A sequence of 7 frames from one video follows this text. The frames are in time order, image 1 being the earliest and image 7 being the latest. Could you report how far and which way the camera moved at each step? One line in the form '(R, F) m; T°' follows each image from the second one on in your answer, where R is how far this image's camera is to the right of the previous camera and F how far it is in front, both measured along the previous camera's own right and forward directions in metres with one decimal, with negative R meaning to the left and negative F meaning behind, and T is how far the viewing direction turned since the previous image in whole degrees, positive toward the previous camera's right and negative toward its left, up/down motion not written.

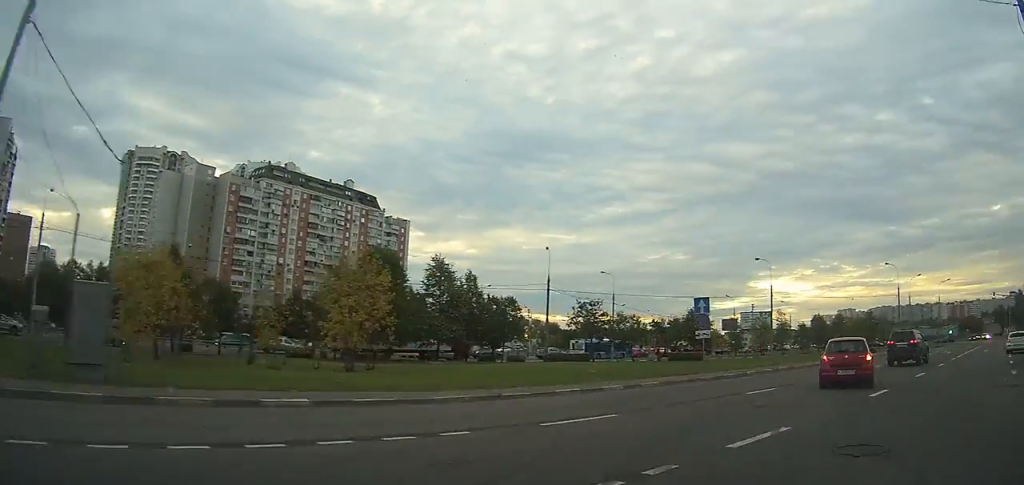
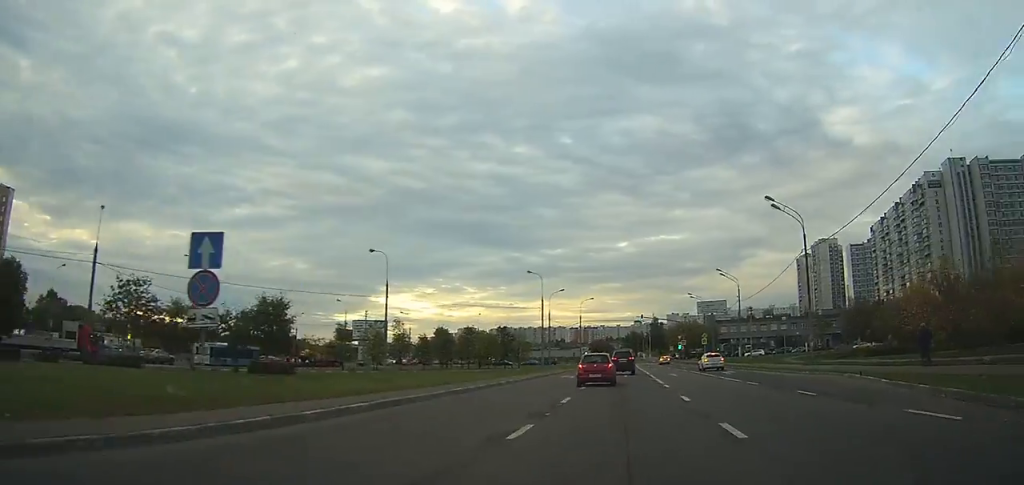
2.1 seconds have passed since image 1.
(+3.2, +15.9) m; +21°
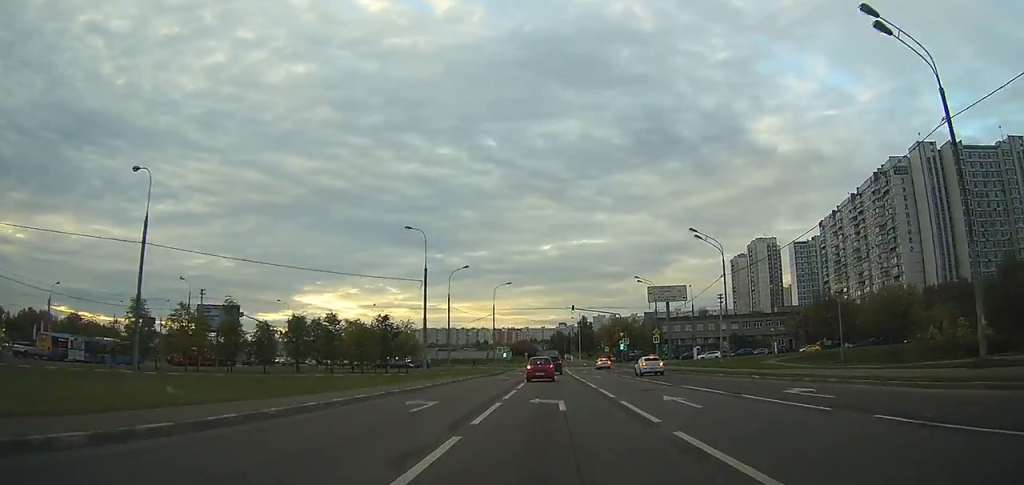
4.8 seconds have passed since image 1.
(+4.7, +26.4) m; +13°
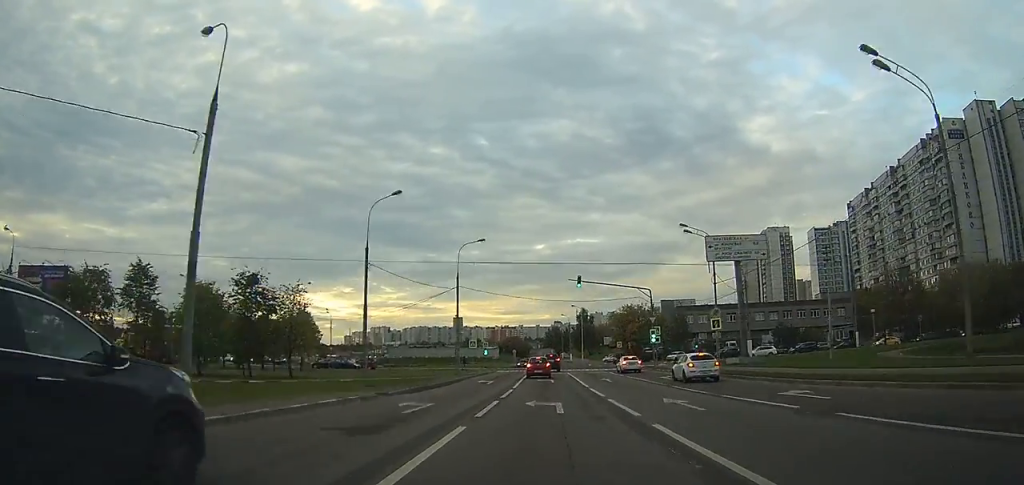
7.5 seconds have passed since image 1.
(+0.1, +29.6) m; 0°
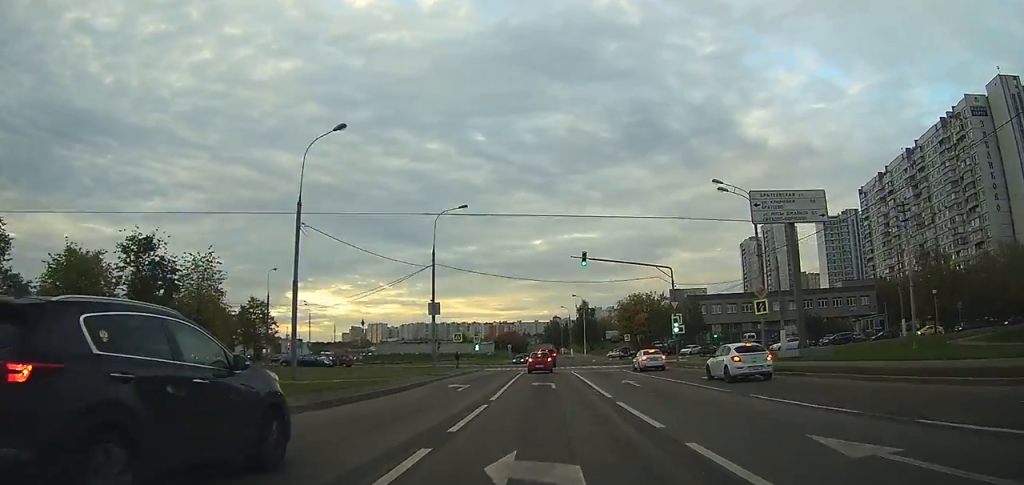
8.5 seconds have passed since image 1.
(0.0, +10.2) m; 0°
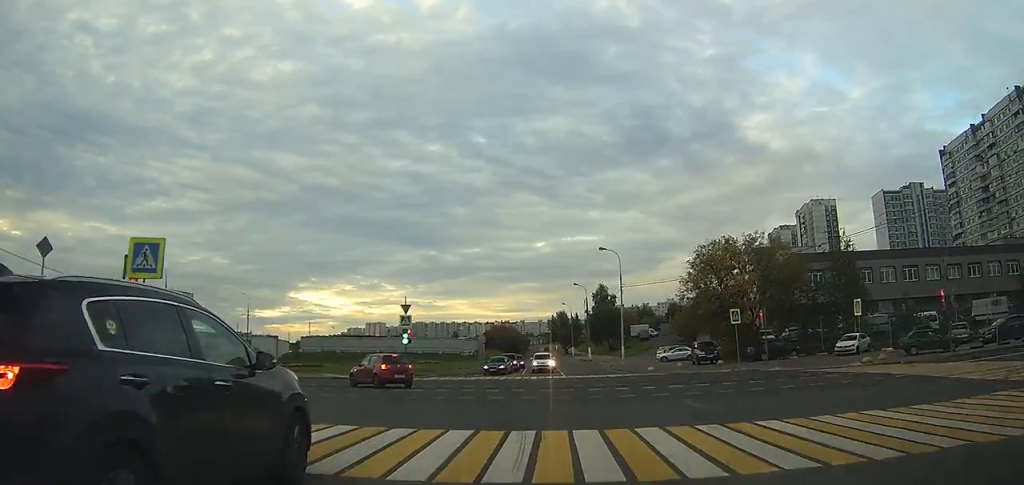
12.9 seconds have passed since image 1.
(-0.7, +45.2) m; -5°
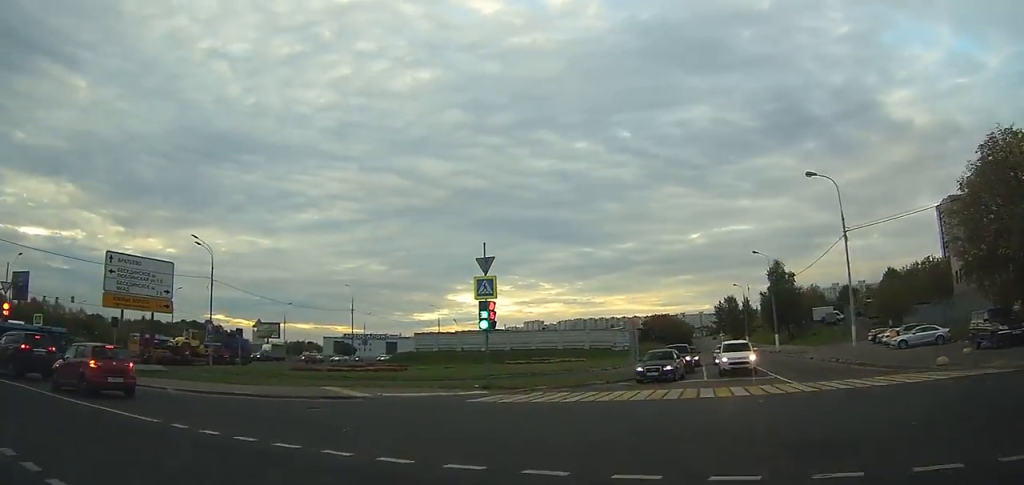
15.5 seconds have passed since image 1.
(-2.1, +20.4) m; -21°
